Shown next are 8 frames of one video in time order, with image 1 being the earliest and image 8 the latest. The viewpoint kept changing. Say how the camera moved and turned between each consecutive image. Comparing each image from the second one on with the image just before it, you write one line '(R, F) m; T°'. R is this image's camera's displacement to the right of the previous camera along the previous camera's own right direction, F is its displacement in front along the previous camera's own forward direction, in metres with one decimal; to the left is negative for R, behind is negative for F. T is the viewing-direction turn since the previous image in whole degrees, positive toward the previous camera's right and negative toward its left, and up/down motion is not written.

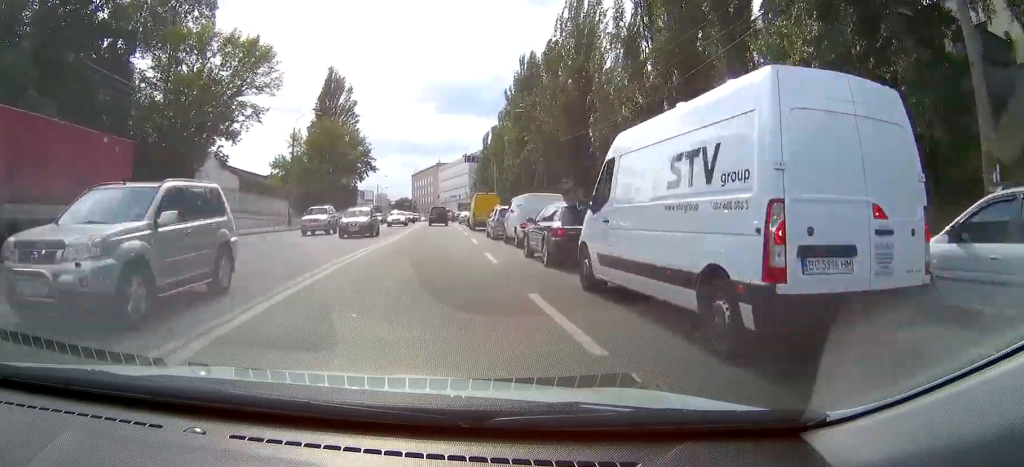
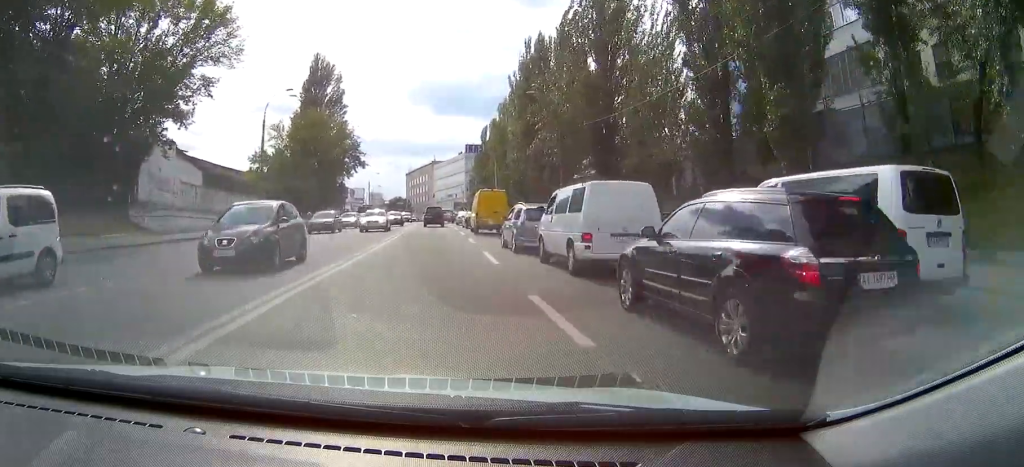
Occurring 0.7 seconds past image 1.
(0.0, +8.3) m; +1°
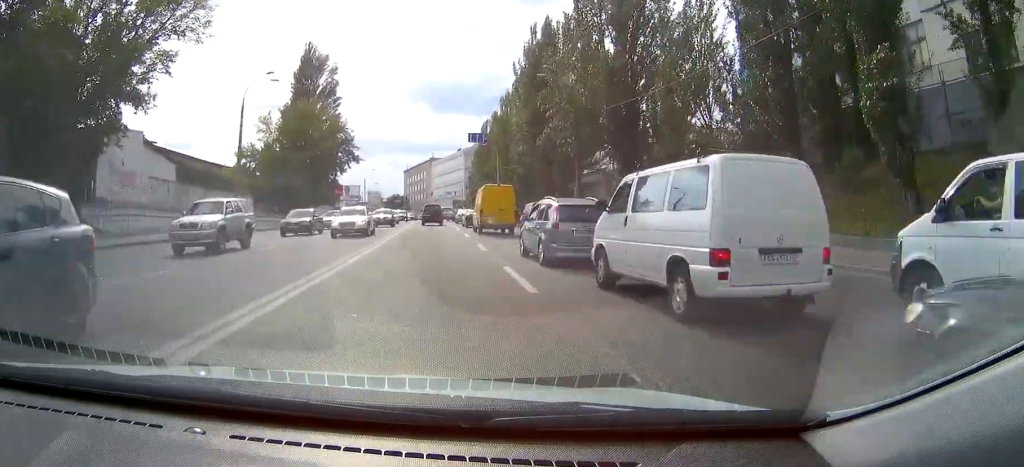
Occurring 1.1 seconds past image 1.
(-0.1, +5.1) m; +1°
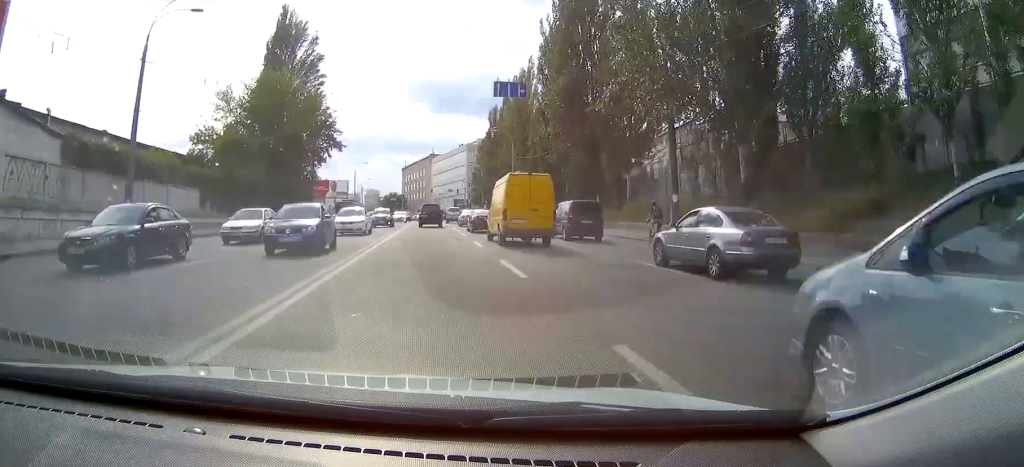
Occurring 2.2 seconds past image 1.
(+0.6, +15.2) m; +4°
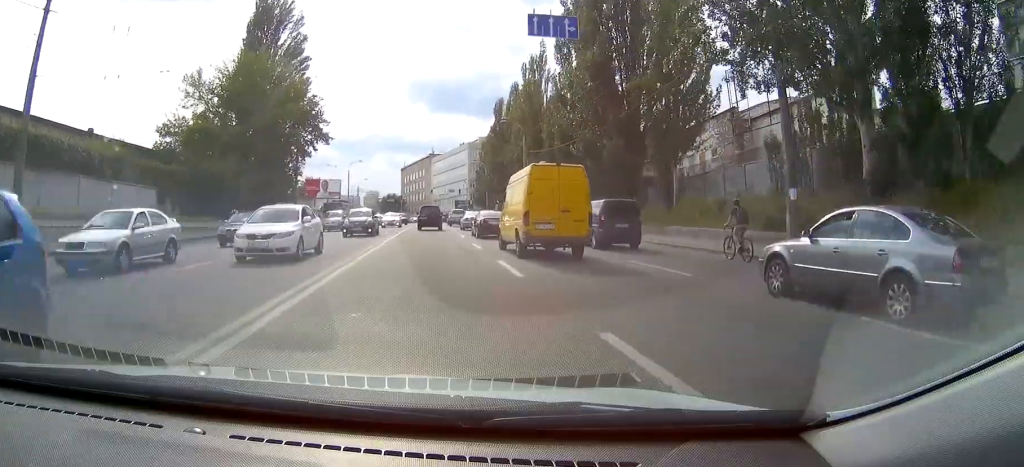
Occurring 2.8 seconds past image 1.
(+0.1, +8.2) m; +1°
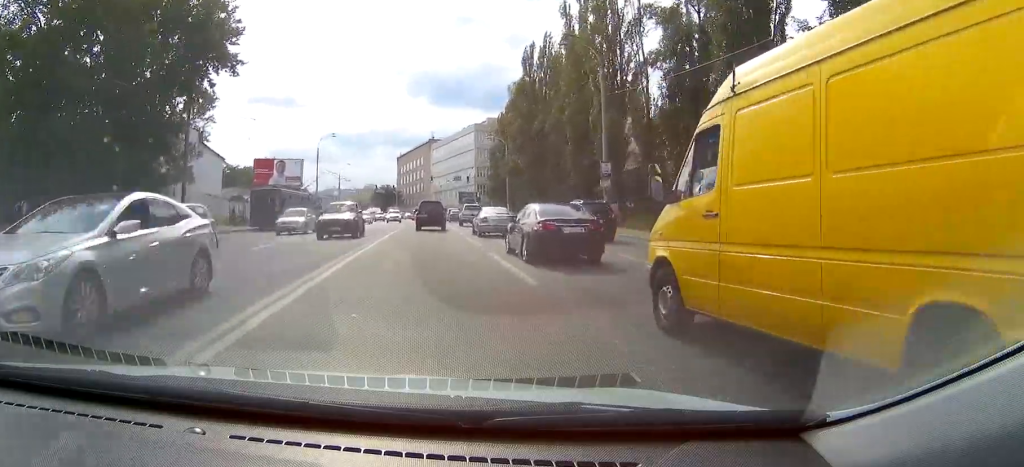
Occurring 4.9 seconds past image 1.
(0.0, +28.2) m; 0°
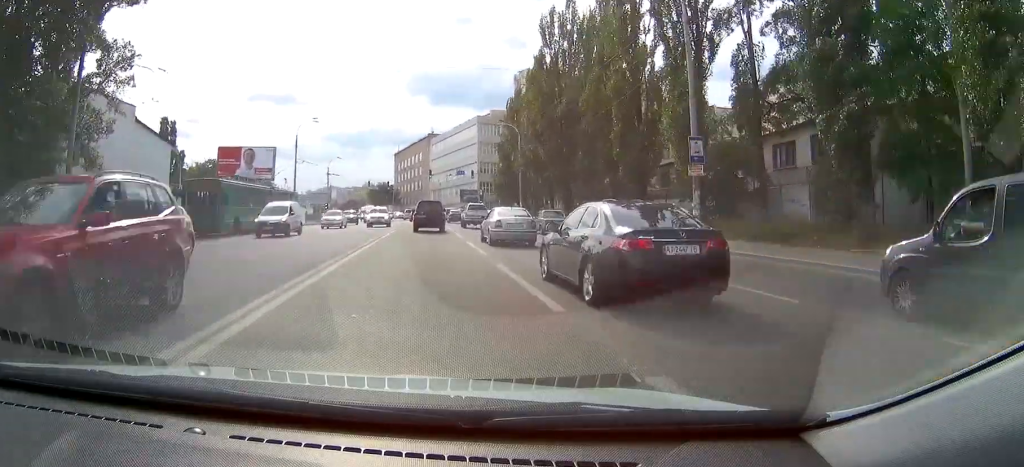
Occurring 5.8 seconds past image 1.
(0.0, +12.1) m; 0°
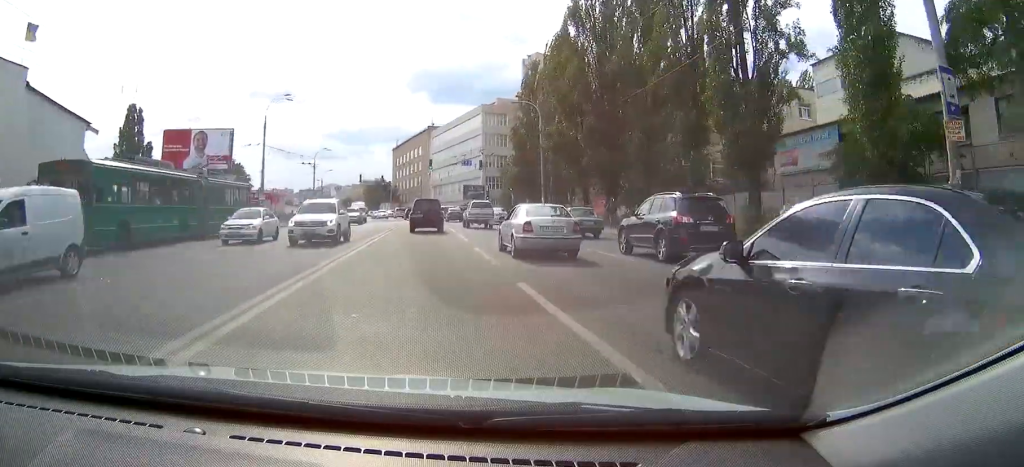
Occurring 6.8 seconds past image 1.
(0.0, +12.8) m; 0°
